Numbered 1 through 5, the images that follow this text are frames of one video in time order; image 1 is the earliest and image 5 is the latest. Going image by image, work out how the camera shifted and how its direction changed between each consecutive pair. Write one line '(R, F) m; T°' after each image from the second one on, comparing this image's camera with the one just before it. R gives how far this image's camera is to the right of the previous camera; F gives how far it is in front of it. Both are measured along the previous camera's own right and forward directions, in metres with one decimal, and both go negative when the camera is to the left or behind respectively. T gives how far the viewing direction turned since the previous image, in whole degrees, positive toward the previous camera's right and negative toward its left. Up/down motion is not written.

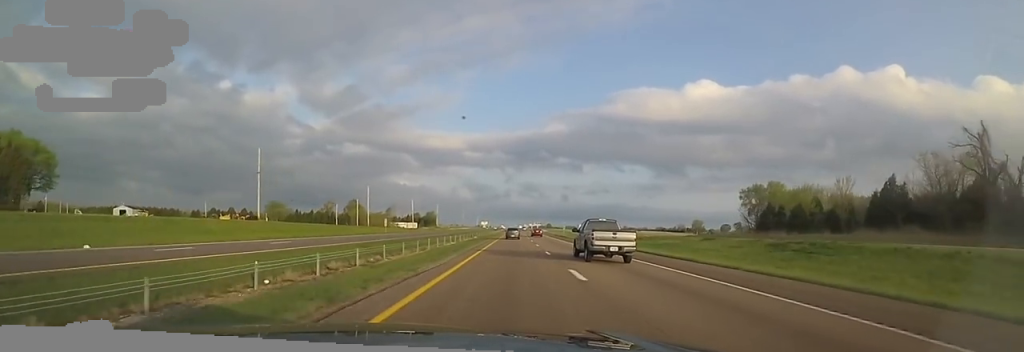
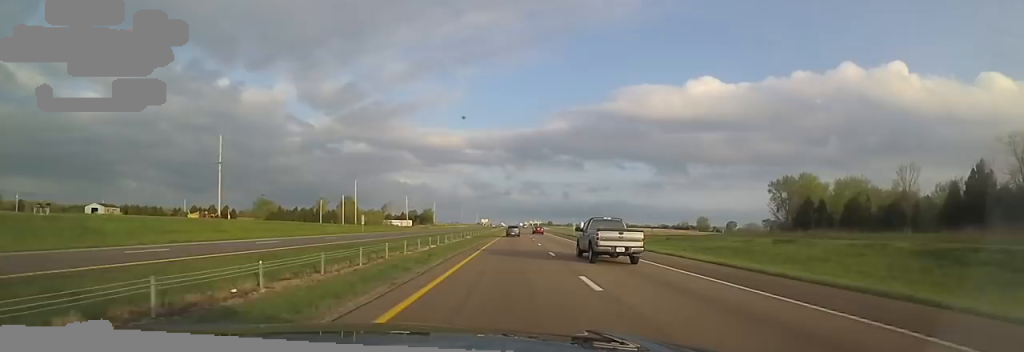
(-0.1, +14.6) m; 0°
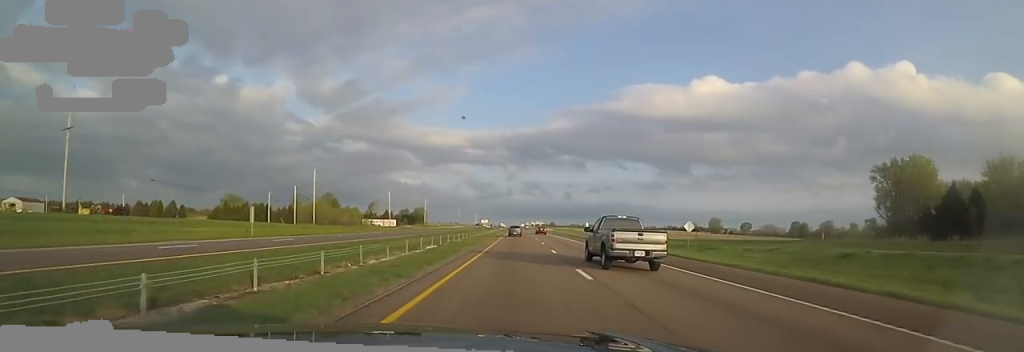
(-0.1, +35.5) m; 0°
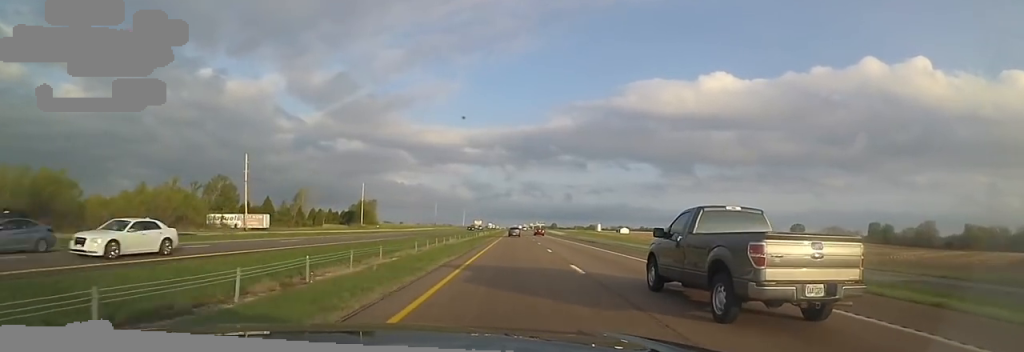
(-0.4, +110.6) m; +2°
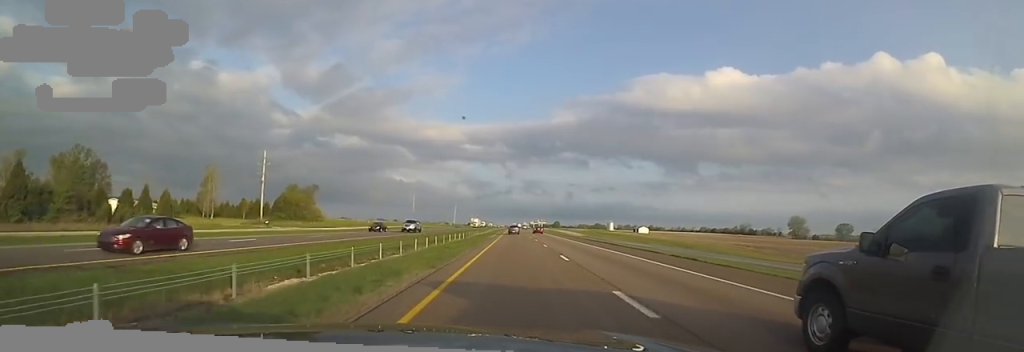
(-2.7, +65.9) m; -3°
